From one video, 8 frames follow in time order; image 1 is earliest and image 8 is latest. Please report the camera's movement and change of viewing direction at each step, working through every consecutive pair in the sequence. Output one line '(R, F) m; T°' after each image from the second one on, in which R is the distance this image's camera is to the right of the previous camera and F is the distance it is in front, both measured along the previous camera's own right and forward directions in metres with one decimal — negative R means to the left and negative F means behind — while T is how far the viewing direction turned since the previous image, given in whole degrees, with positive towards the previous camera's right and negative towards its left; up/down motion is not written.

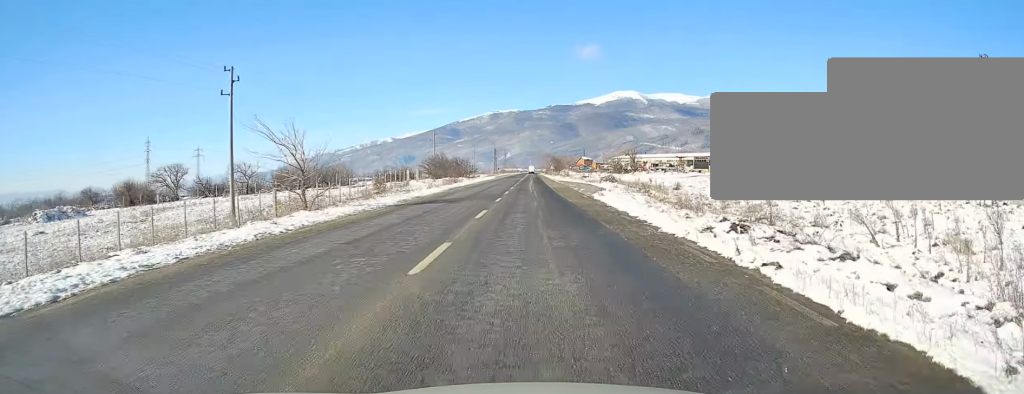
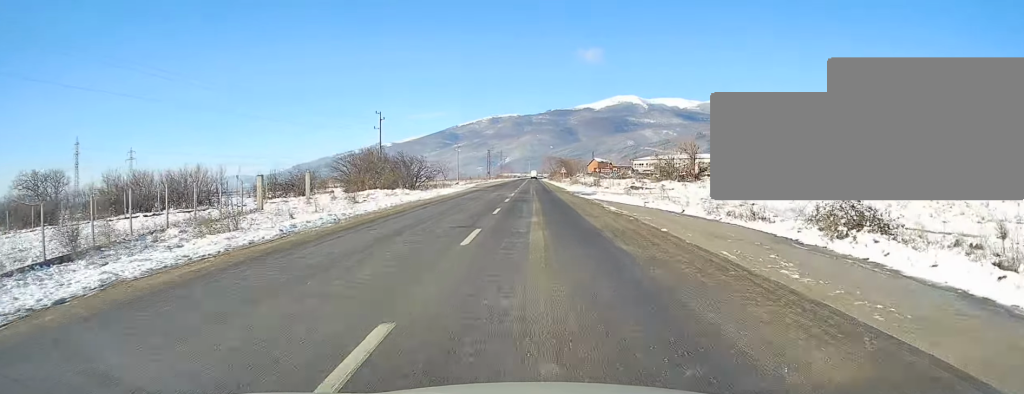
(-0.1, +49.8) m; +1°
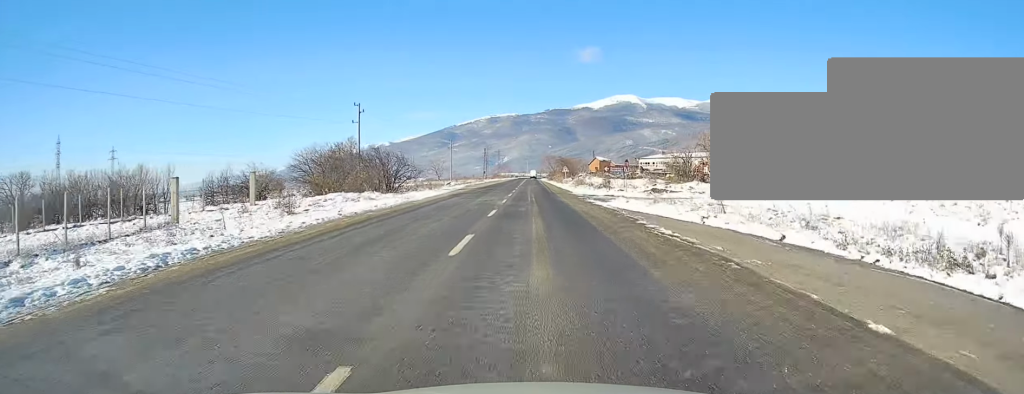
(0.0, +10.2) m; 0°
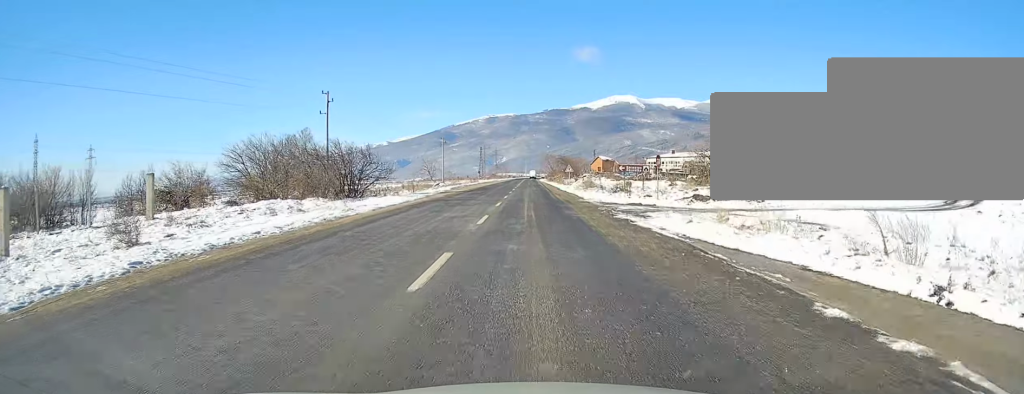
(0.0, +11.7) m; 0°
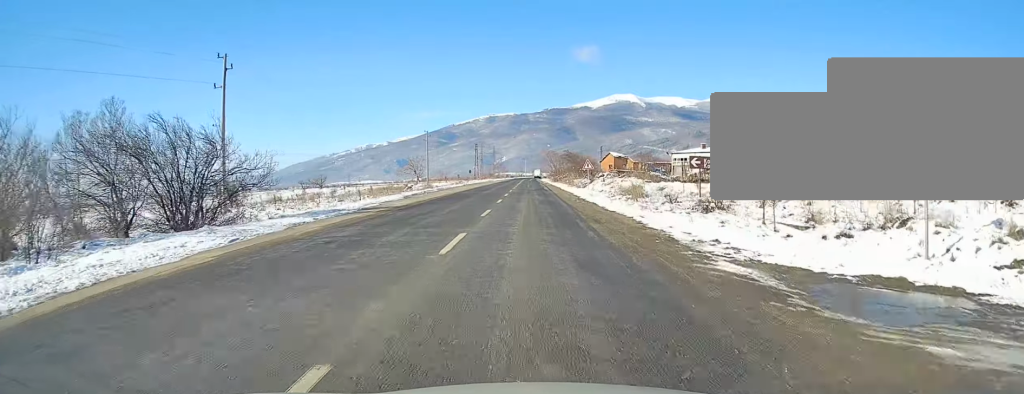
(0.0, +23.4) m; -1°
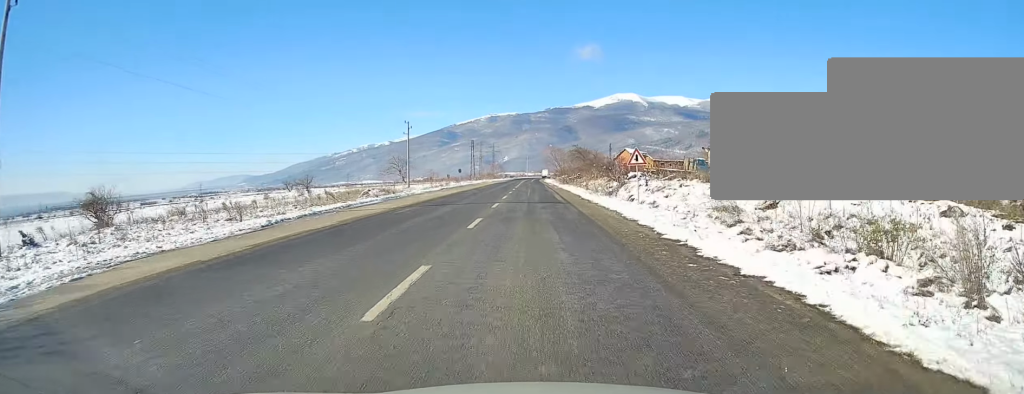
(-0.4, +21.8) m; 0°
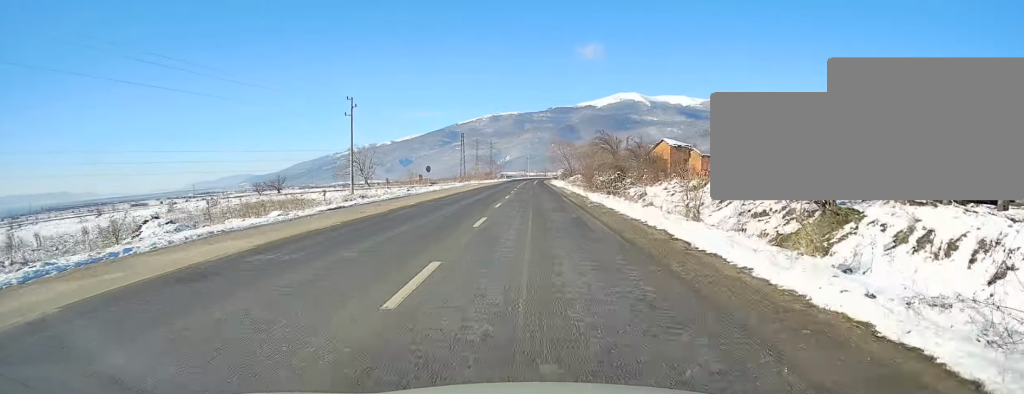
(+0.5, +34.8) m; +1°
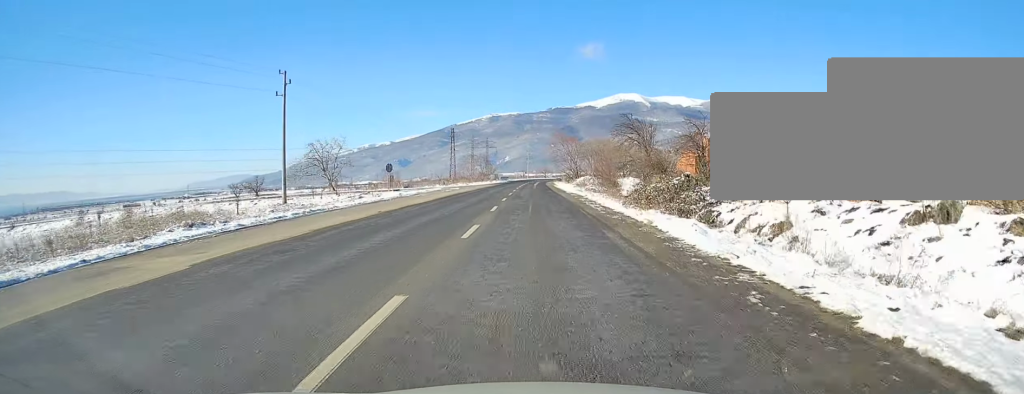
(-0.1, +20.1) m; -1°
